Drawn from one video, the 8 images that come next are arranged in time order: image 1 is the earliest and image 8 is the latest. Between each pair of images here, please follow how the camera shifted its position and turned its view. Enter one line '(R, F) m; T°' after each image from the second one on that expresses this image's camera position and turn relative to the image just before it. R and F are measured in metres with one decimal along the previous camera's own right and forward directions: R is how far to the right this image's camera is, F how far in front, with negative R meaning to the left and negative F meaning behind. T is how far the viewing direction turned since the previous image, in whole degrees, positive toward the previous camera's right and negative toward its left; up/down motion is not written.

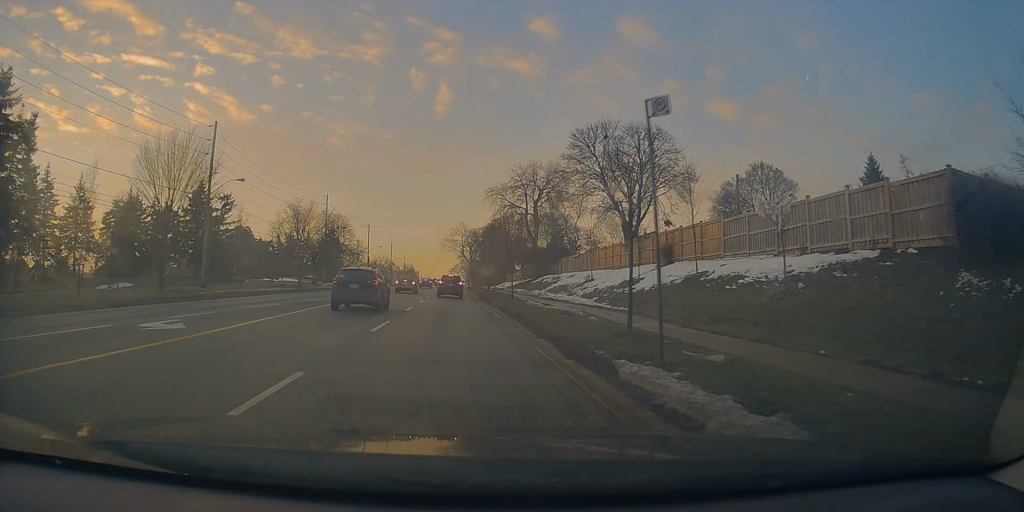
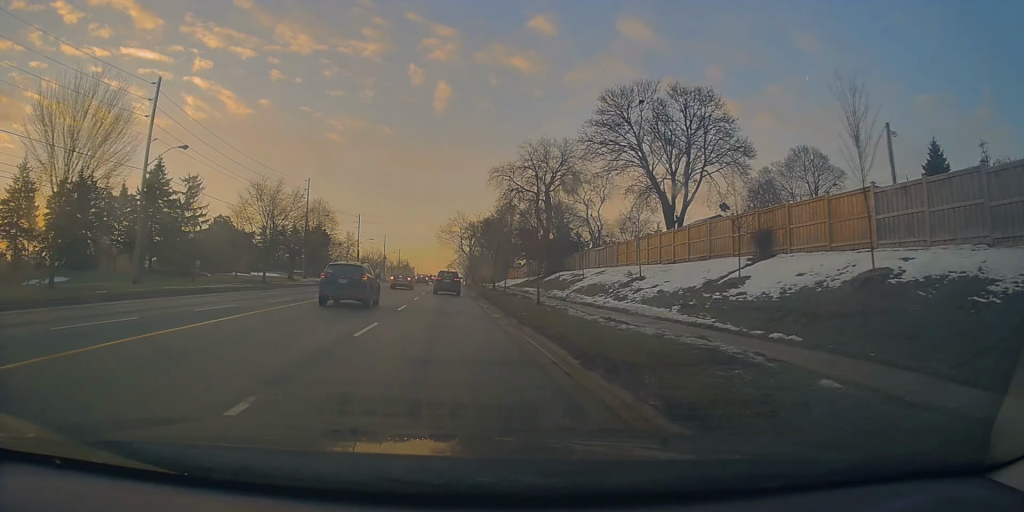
(+0.1, +11.0) m; -1°
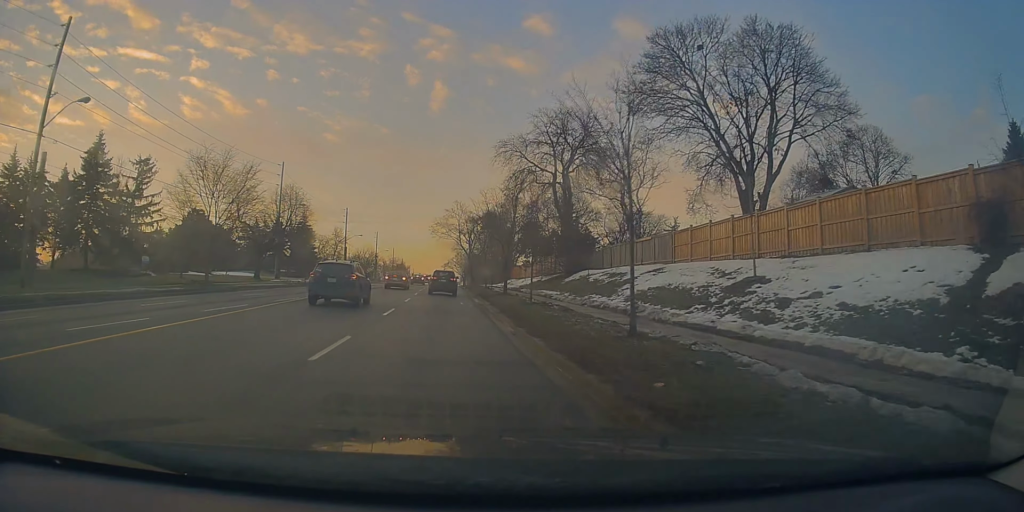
(-0.1, +12.1) m; -1°
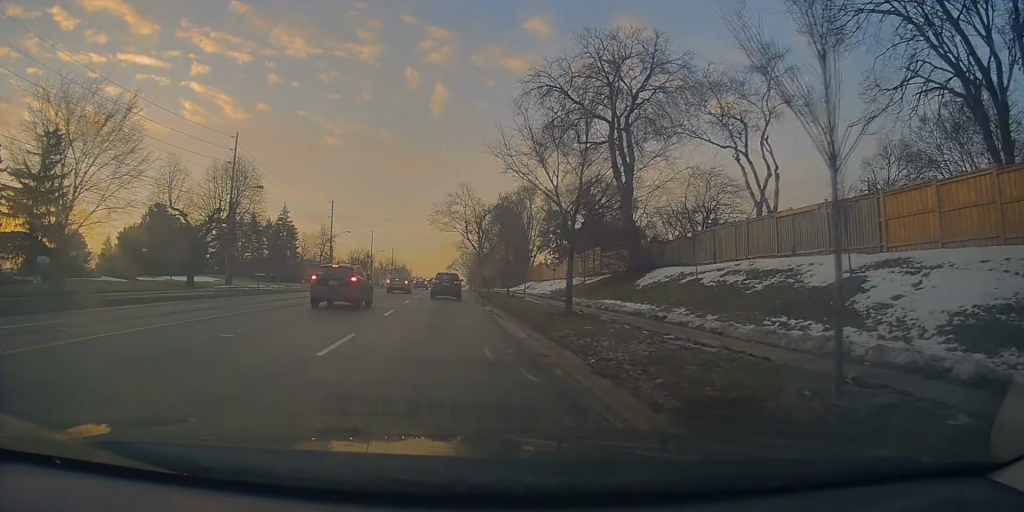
(-0.2, +17.5) m; -1°
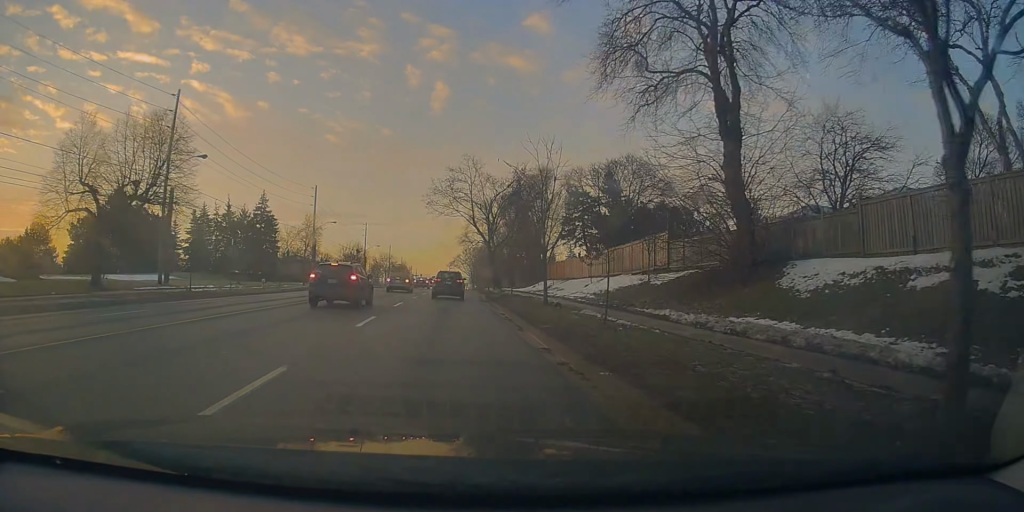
(-0.2, +13.5) m; 0°
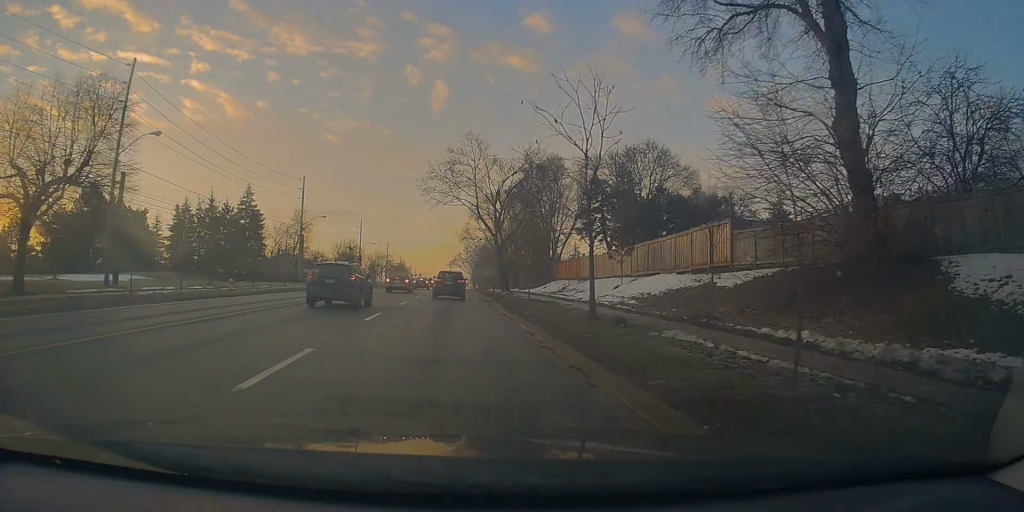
(-0.2, +7.4) m; +1°
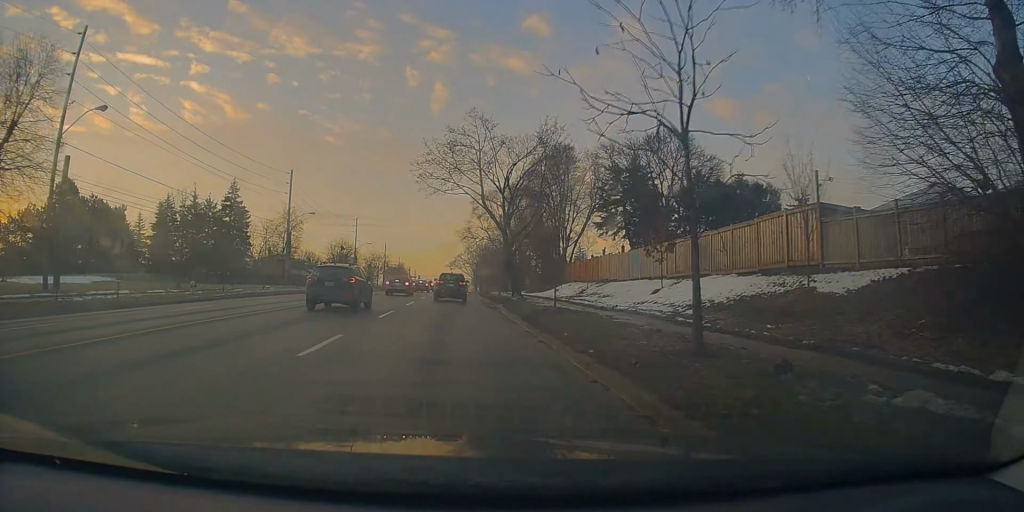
(+0.4, +6.6) m; +1°
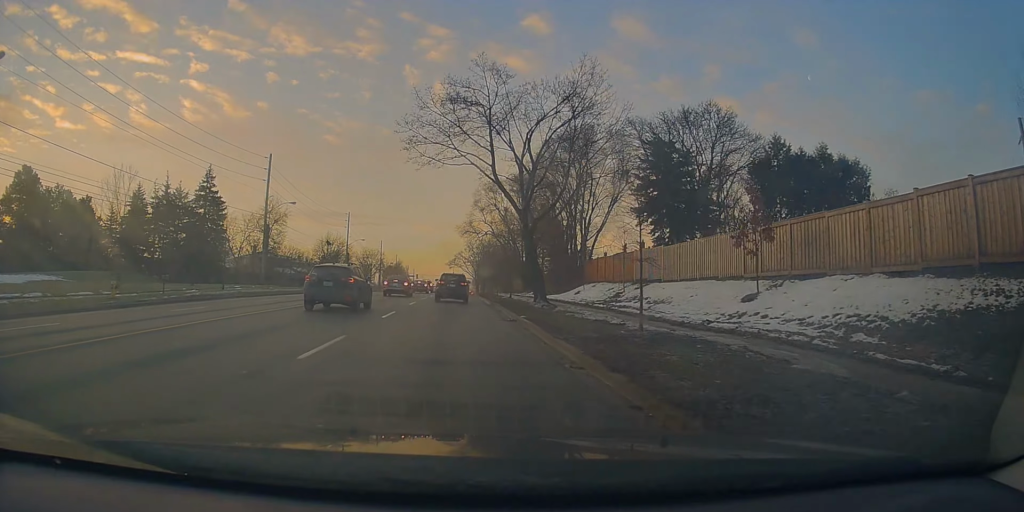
(+0.1, +9.1) m; 0°
